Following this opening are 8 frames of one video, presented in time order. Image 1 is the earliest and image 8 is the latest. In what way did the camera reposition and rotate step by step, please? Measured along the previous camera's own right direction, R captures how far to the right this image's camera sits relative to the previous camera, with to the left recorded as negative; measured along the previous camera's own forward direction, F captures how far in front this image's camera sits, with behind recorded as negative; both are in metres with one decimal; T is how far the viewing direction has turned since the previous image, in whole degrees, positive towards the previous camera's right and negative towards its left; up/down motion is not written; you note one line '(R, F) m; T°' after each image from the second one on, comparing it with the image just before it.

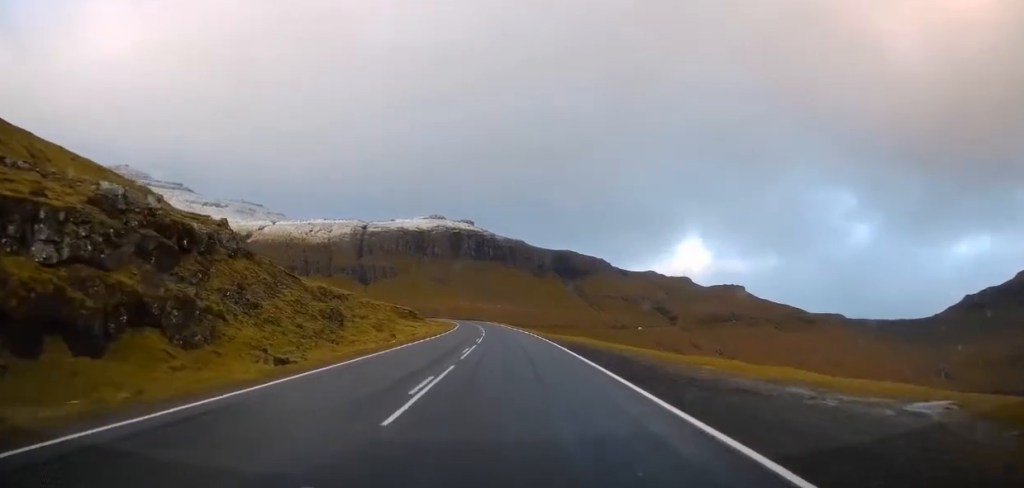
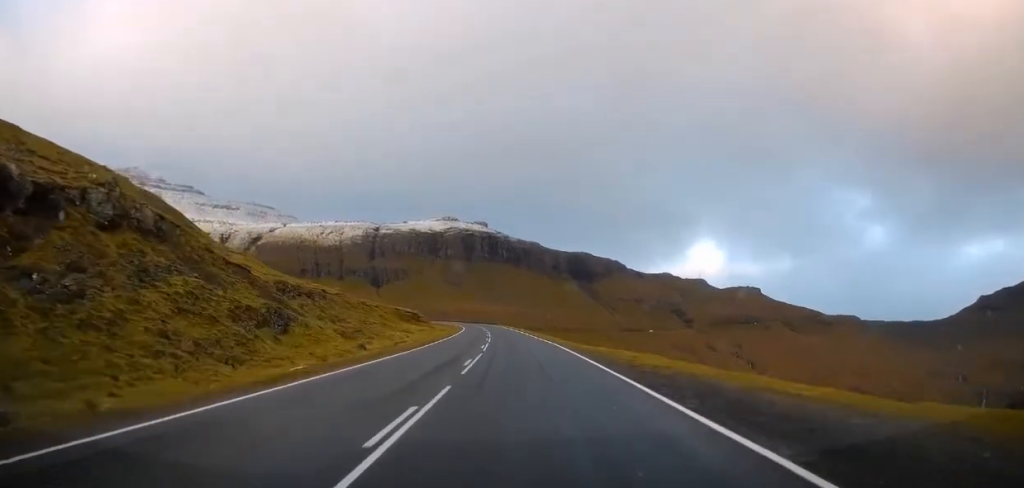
(0.0, +16.3) m; -1°
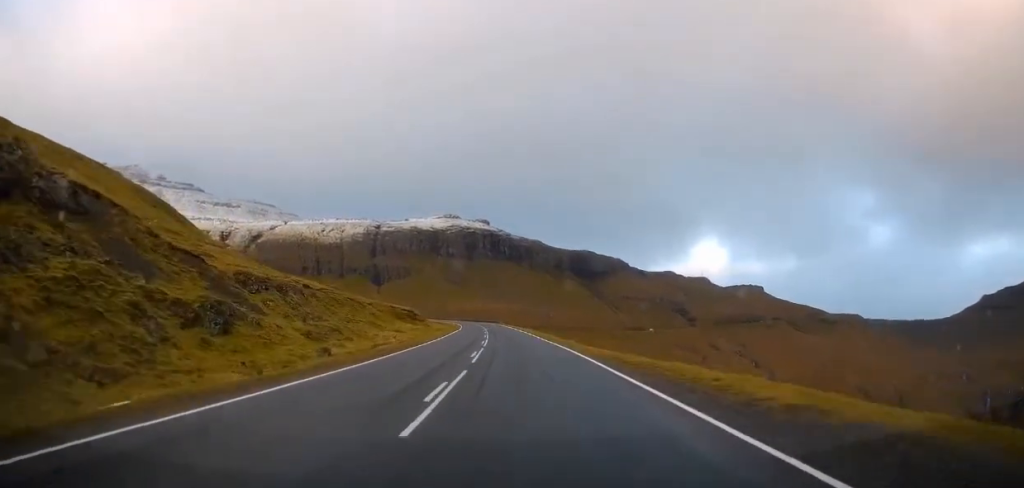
(-0.2, +8.3) m; 0°
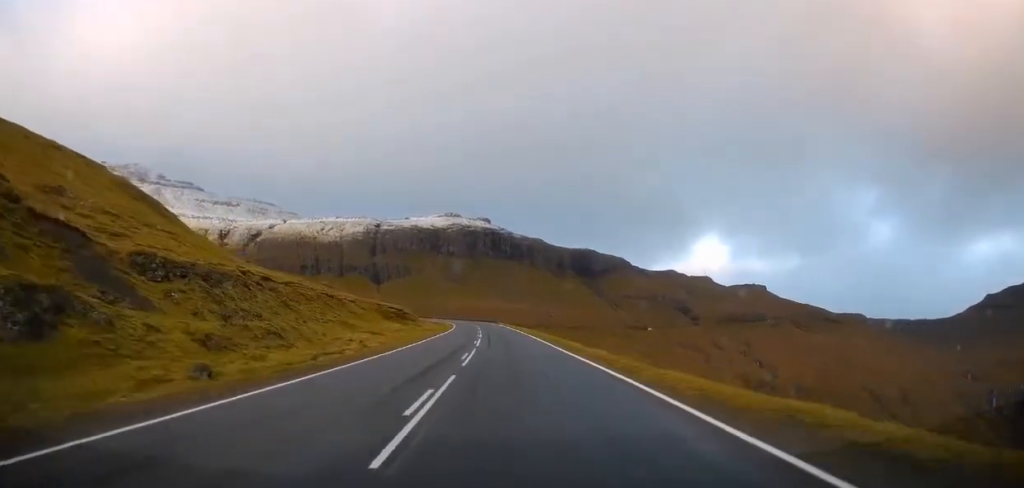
(-0.1, +13.5) m; -1°
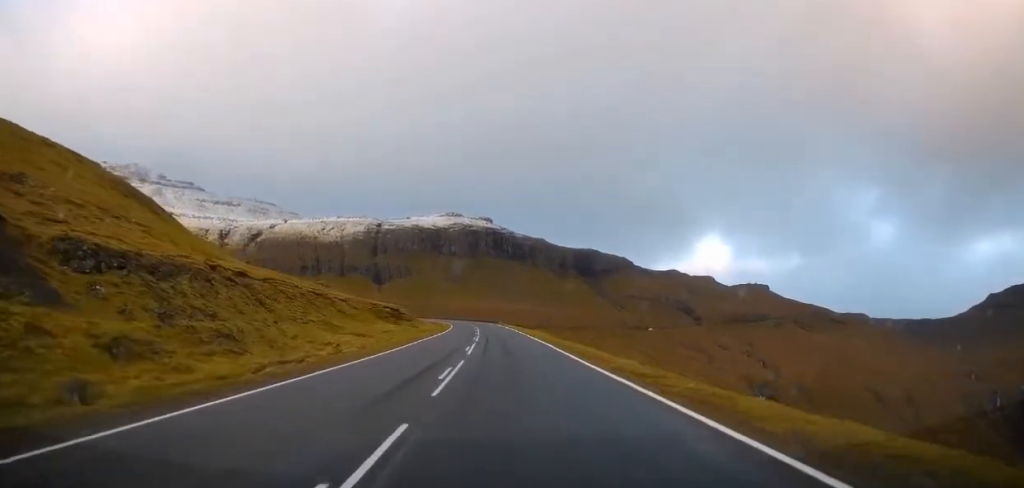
(+0.1, +6.7) m; -1°
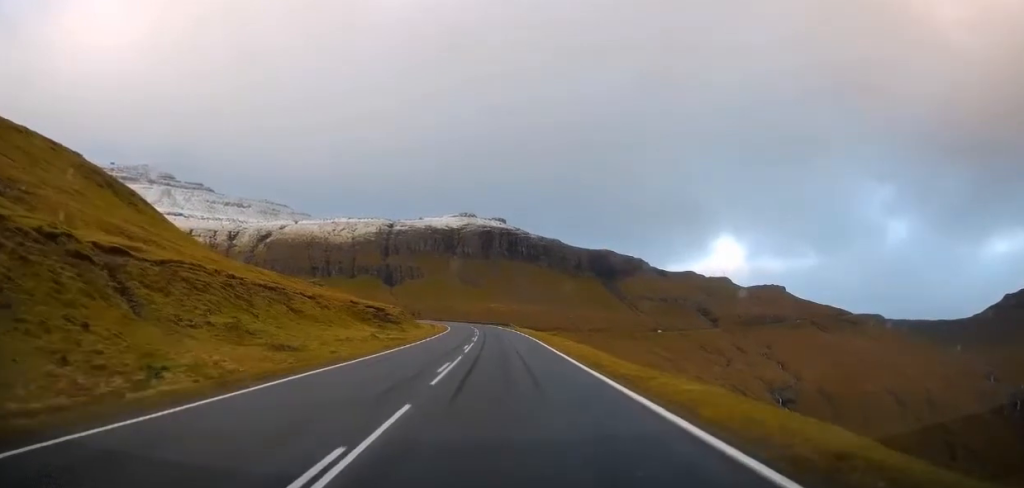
(-0.5, +22.0) m; -1°
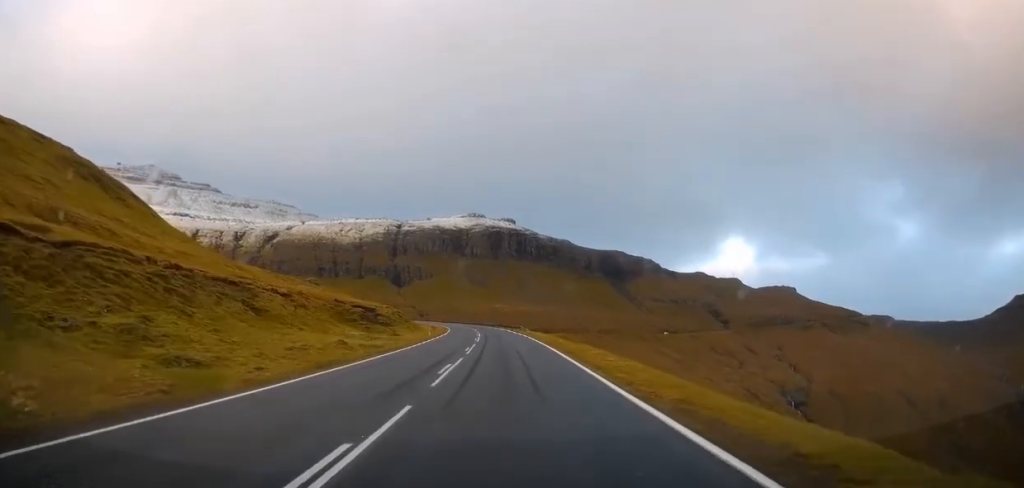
(+0.4, +11.8) m; -1°
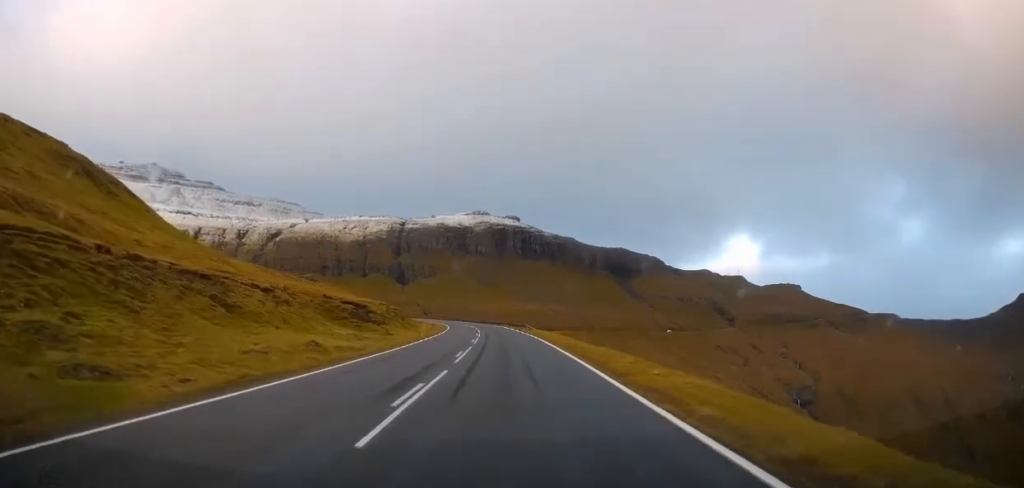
(-0.3, +6.2) m; -1°
